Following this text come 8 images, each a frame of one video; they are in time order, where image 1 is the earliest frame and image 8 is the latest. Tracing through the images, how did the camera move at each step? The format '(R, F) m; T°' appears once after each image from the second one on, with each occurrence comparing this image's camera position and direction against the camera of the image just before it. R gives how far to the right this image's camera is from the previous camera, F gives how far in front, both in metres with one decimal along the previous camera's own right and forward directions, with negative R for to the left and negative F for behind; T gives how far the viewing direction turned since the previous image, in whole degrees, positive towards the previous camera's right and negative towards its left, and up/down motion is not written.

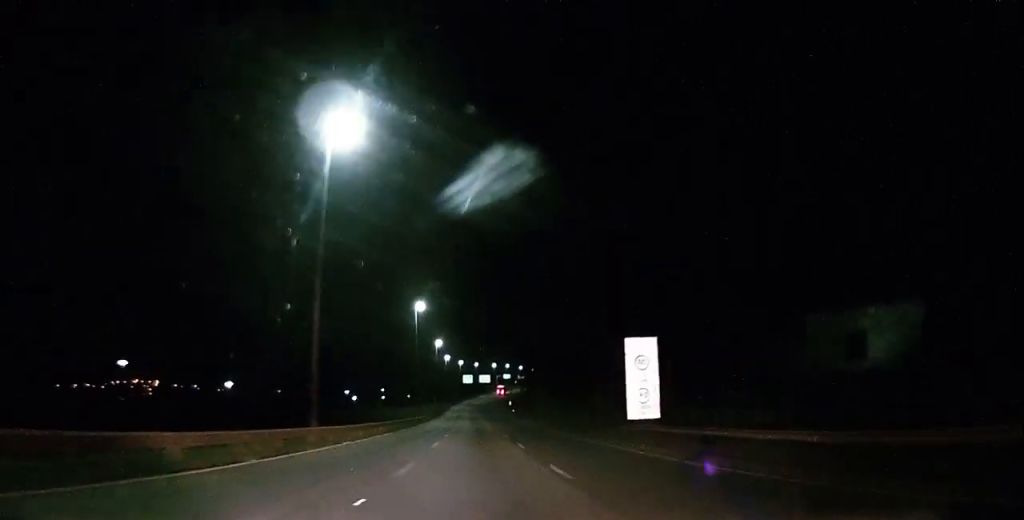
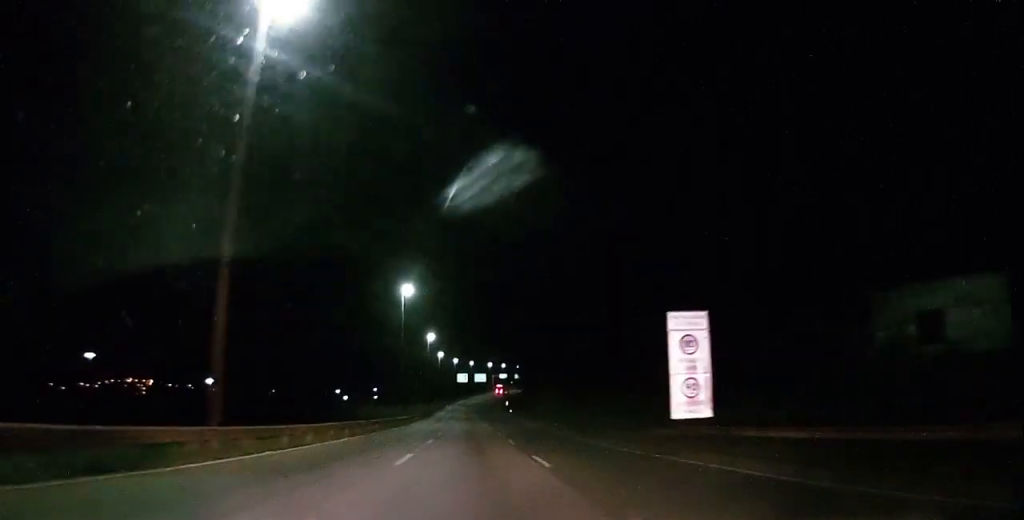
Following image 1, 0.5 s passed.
(-0.2, +10.4) m; 0°
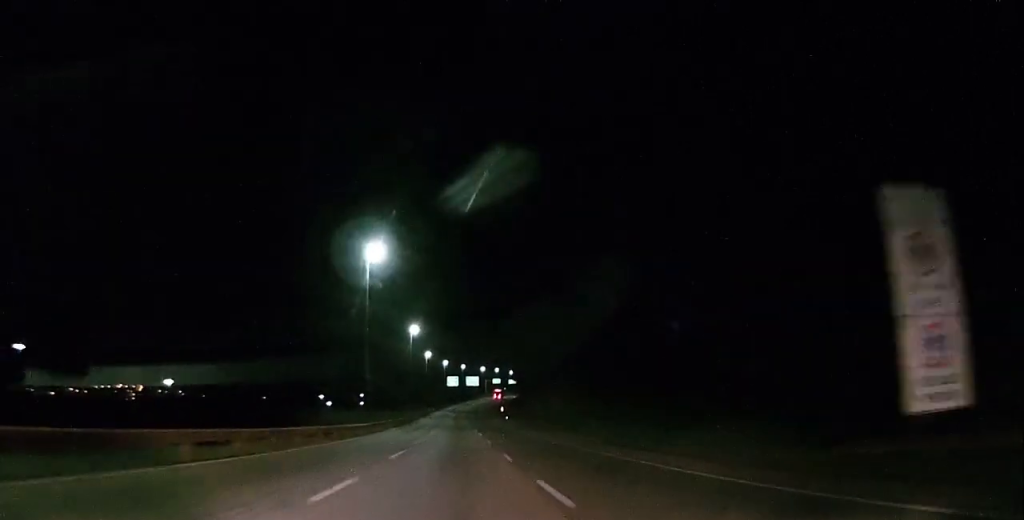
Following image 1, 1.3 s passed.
(+0.6, +19.0) m; +1°
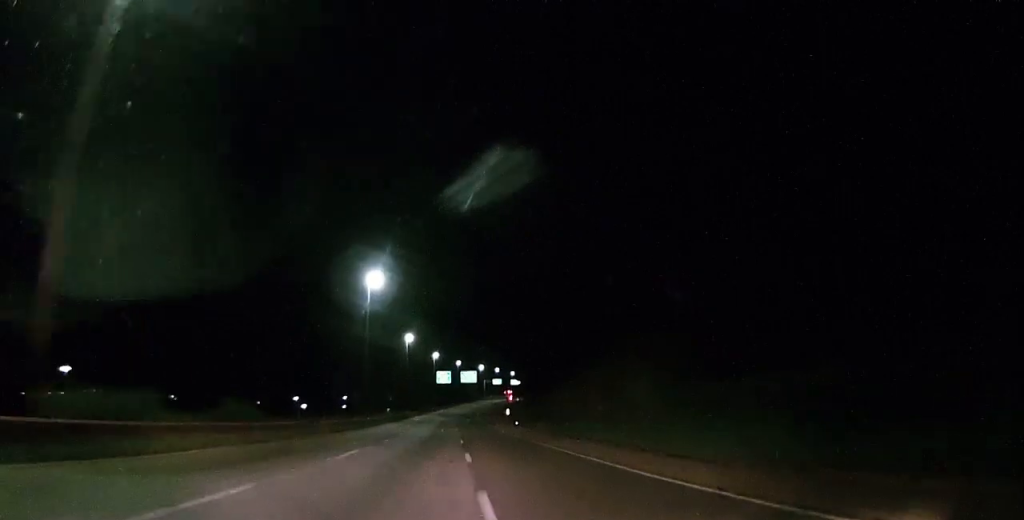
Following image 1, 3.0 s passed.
(0.0, +40.2) m; +1°
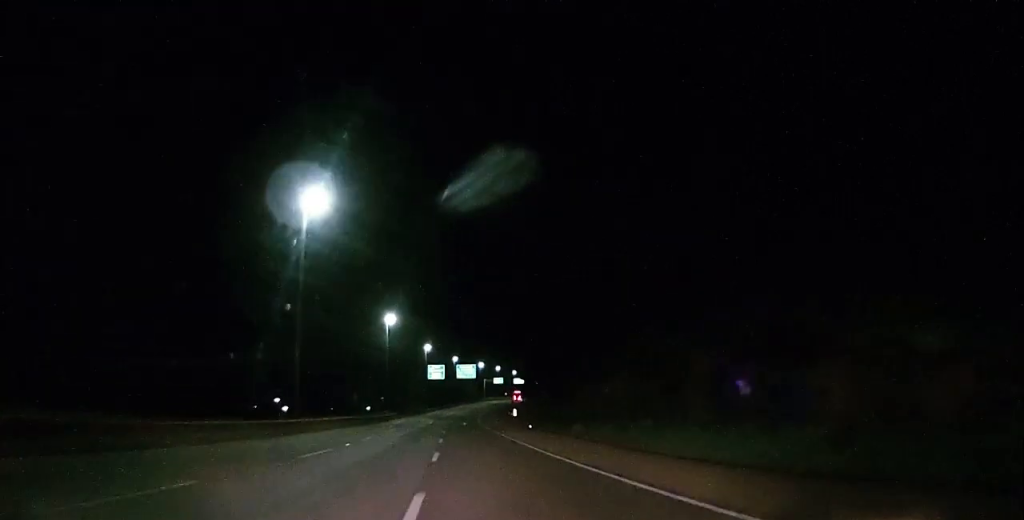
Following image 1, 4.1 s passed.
(+0.3, +25.2) m; +1°
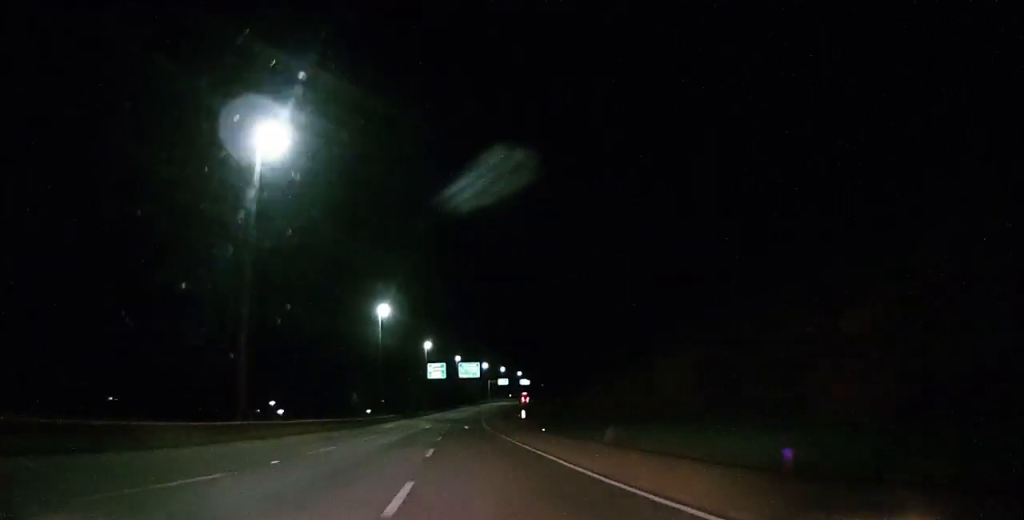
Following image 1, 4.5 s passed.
(0.0, +10.3) m; 0°
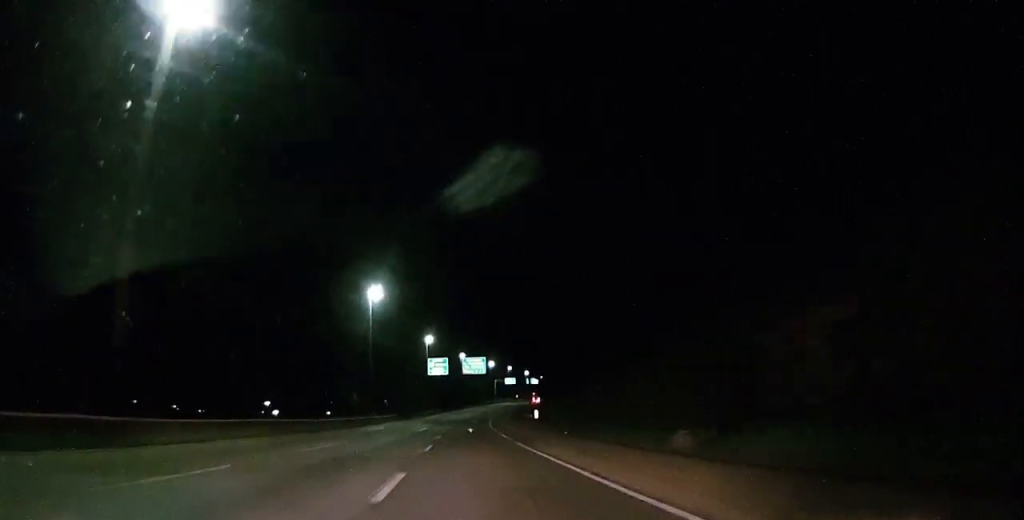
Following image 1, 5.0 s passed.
(0.0, +12.0) m; 0°
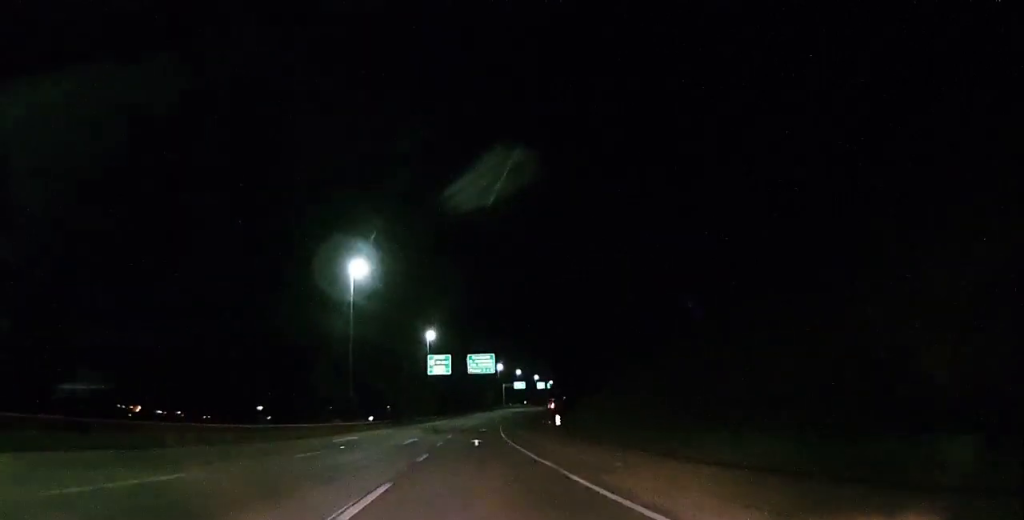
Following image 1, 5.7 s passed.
(0.0, +15.2) m; -1°
